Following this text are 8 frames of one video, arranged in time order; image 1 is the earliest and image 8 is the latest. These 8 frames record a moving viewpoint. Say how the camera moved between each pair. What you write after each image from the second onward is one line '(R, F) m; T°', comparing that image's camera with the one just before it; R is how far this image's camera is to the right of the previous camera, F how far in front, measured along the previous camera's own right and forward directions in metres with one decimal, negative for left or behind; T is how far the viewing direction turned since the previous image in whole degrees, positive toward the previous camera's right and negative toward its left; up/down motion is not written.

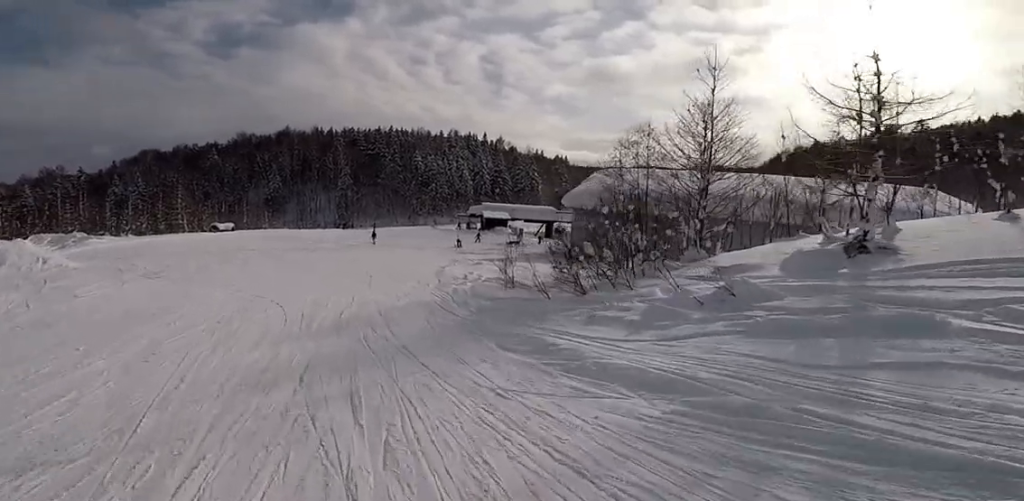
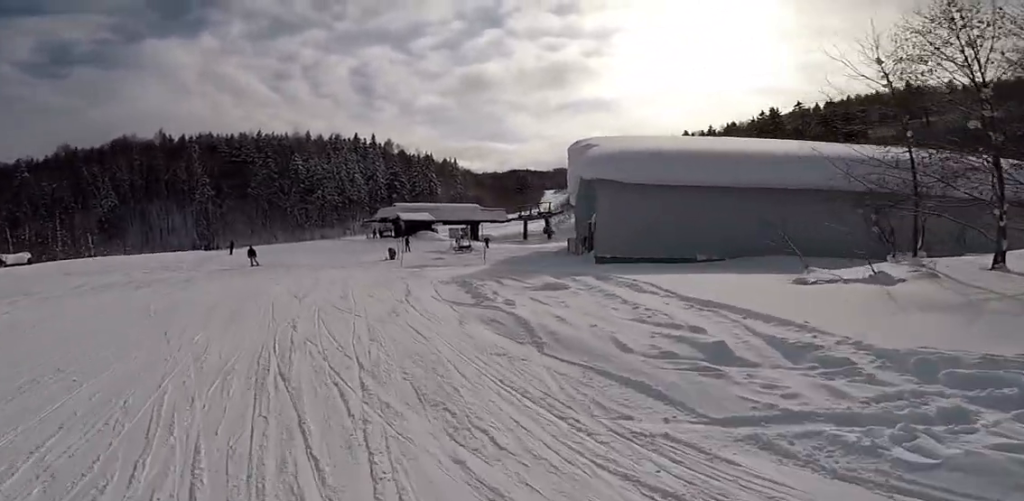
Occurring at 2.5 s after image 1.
(+0.2, +17.4) m; +7°
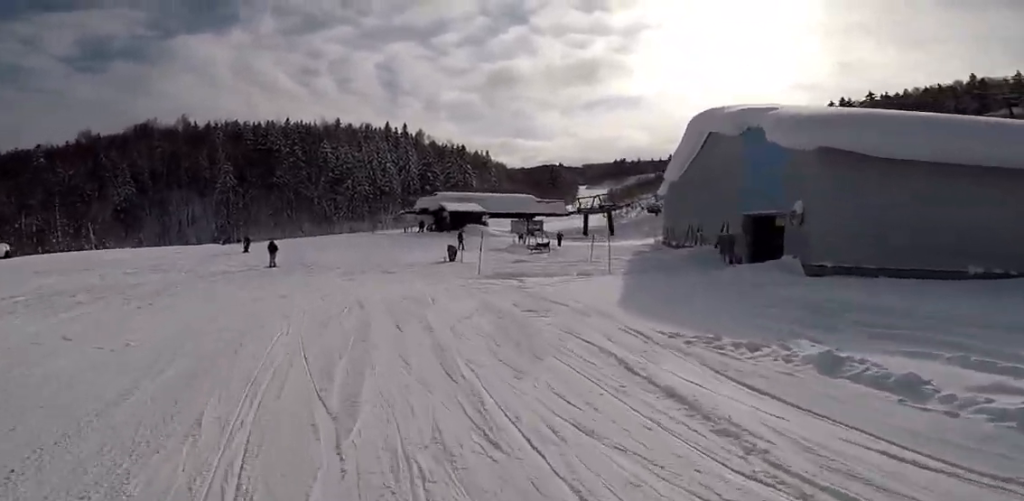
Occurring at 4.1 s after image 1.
(+0.9, +9.4) m; +8°
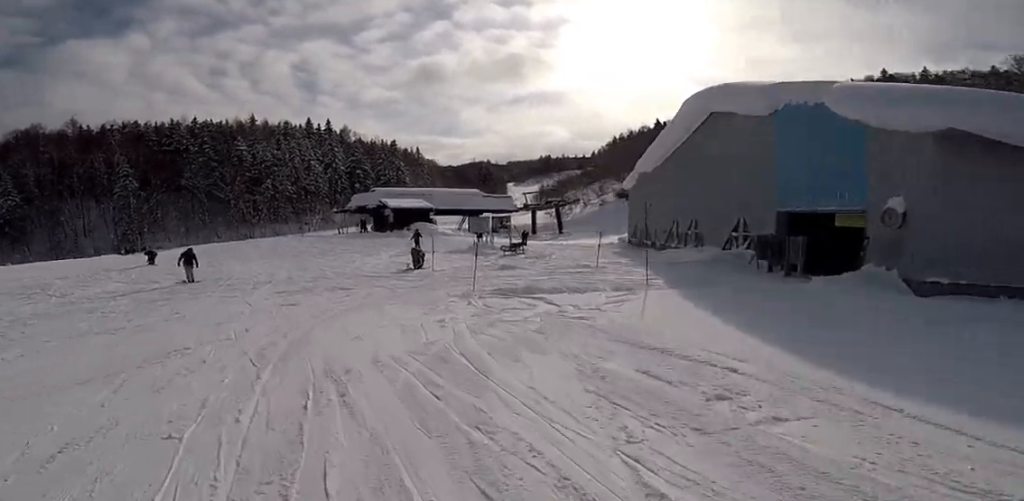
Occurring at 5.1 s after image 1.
(+0.1, +5.4) m; +1°
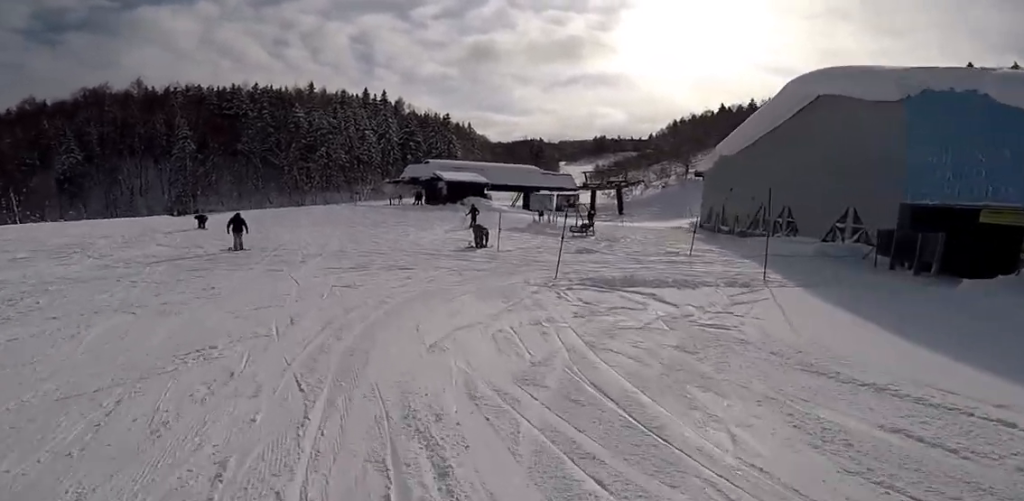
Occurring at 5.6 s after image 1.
(0.0, +2.1) m; 0°
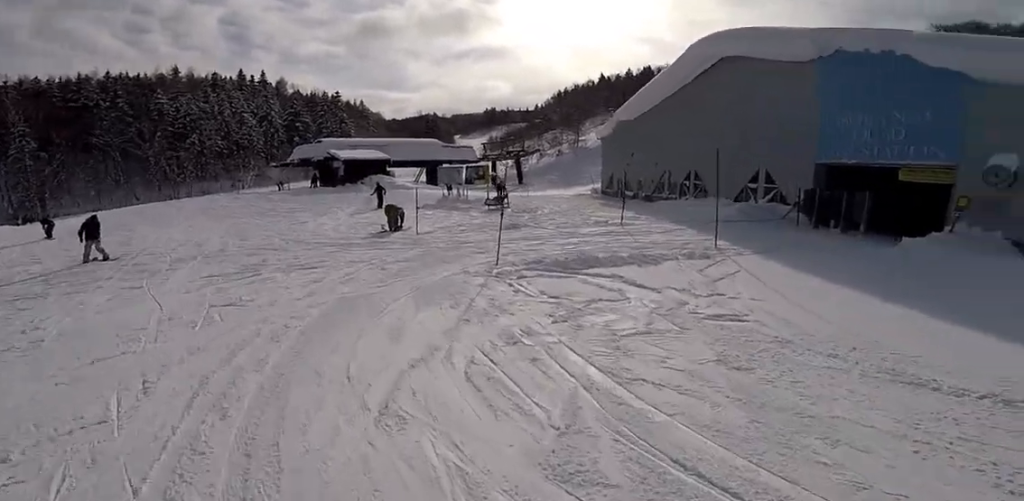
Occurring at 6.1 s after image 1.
(0.0, +2.1) m; +7°
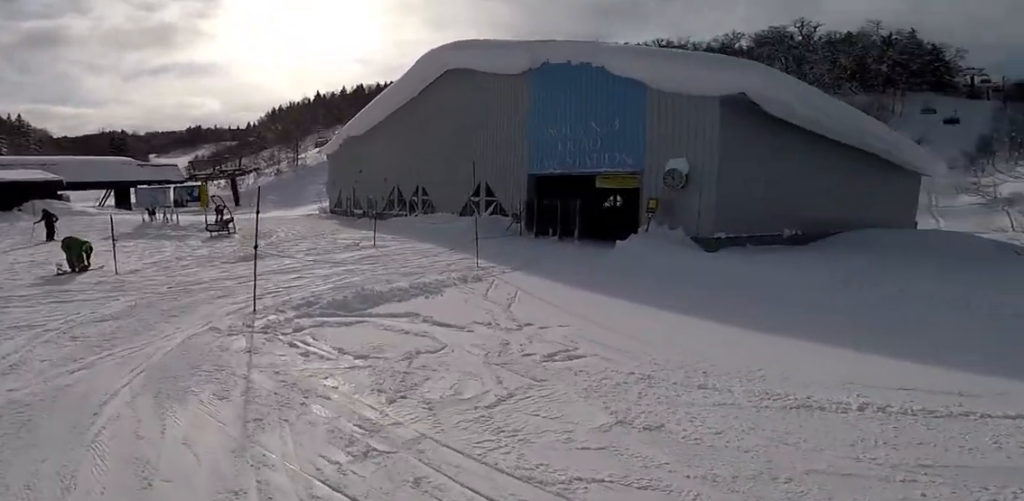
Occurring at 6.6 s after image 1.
(-0.2, +2.0) m; +8°
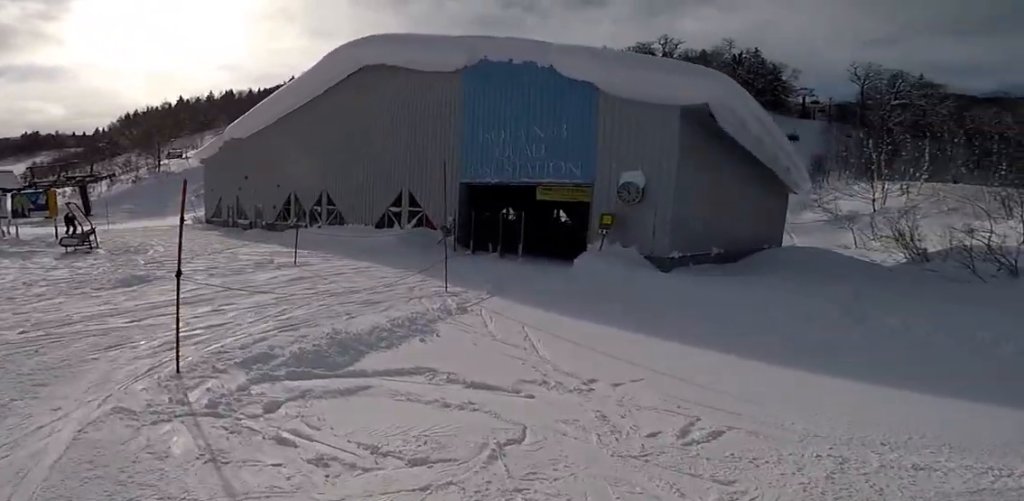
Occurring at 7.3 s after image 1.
(+0.7, +2.2) m; +14°
